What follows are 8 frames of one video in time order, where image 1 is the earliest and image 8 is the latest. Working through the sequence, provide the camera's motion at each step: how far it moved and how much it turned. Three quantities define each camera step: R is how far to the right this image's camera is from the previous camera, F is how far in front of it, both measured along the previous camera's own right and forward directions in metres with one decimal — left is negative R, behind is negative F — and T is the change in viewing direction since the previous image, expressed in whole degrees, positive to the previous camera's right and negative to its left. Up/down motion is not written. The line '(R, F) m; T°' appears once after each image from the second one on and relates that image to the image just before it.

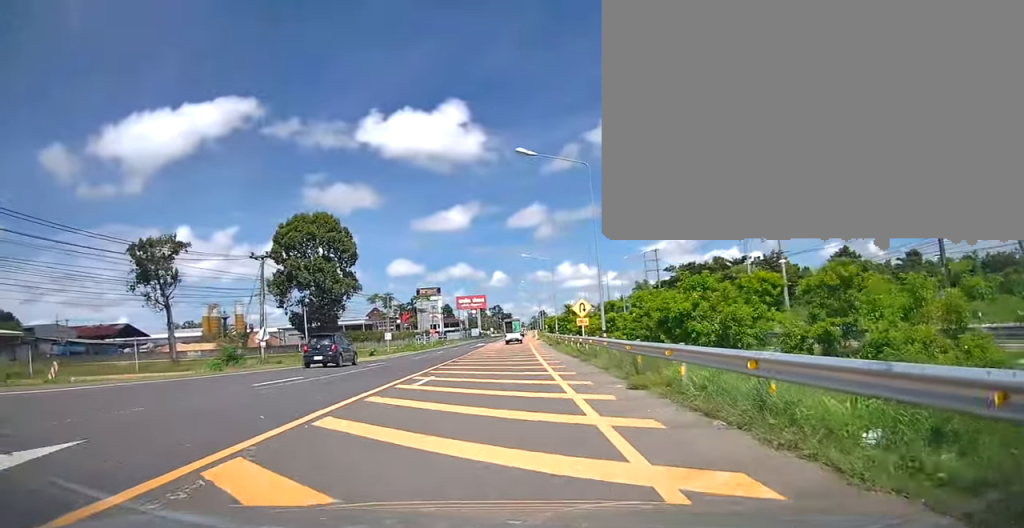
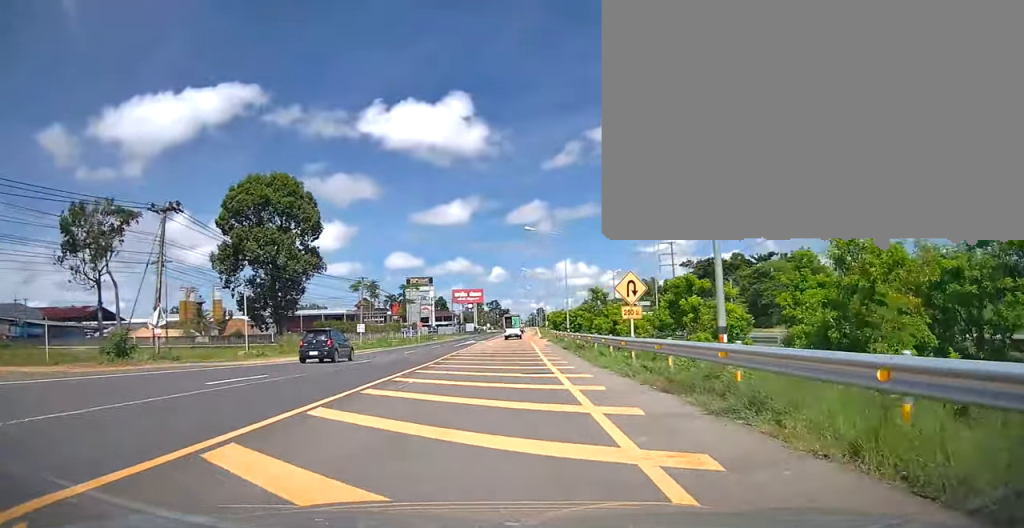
(+0.4, +14.5) m; +2°
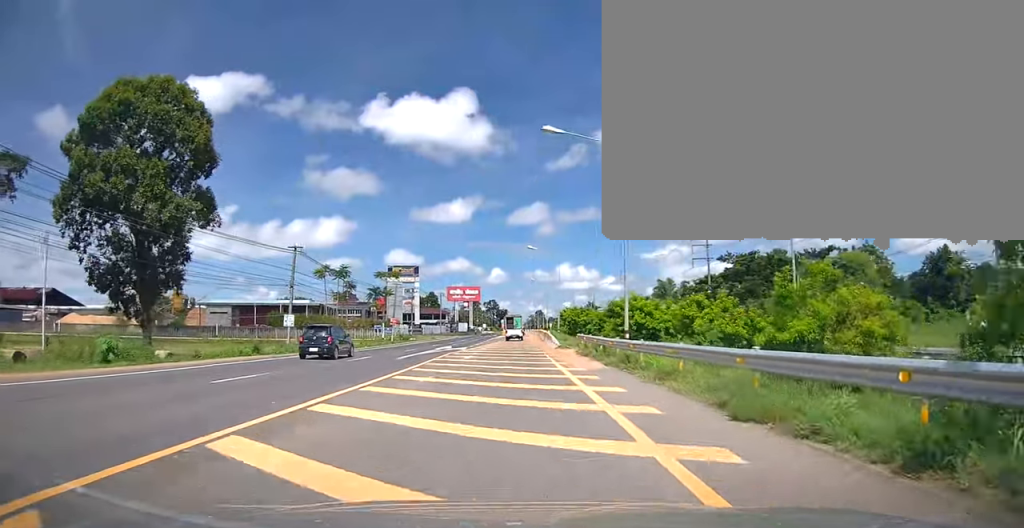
(+0.4, +23.7) m; -1°
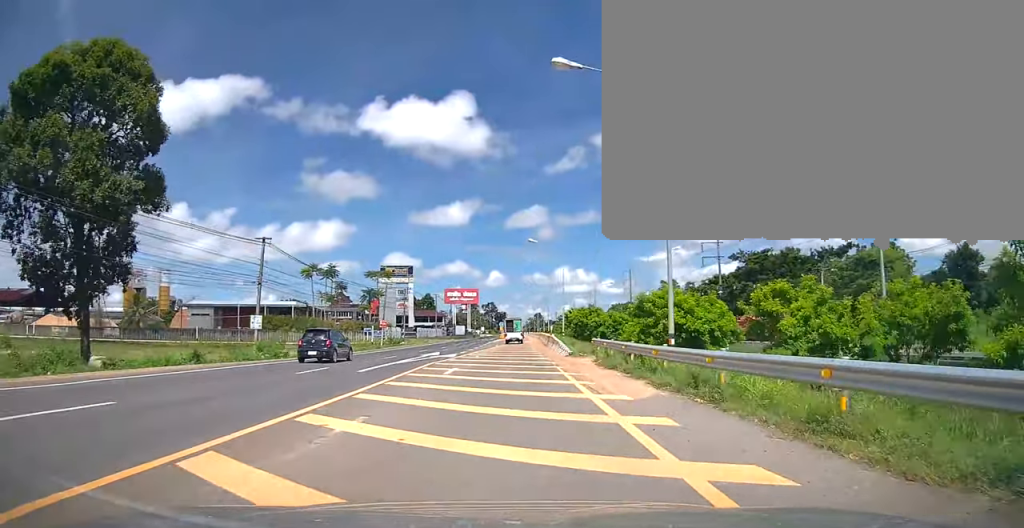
(-0.3, +6.5) m; 0°
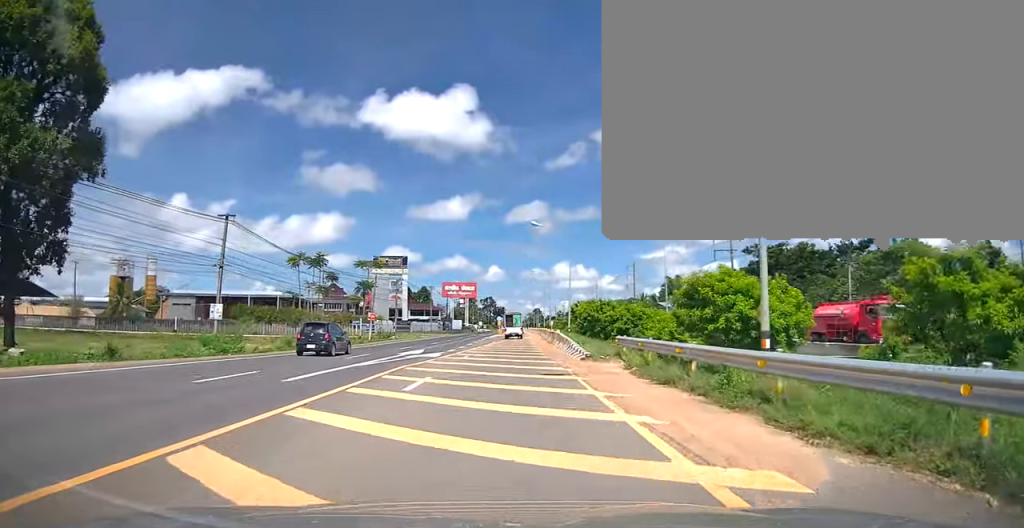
(-0.3, +6.2) m; 0°
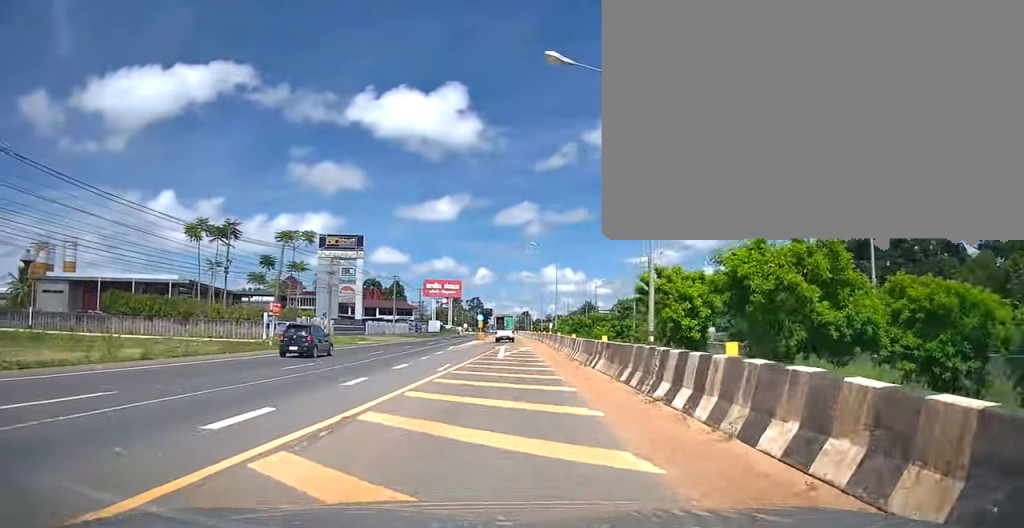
(+1.3, +29.5) m; +3°
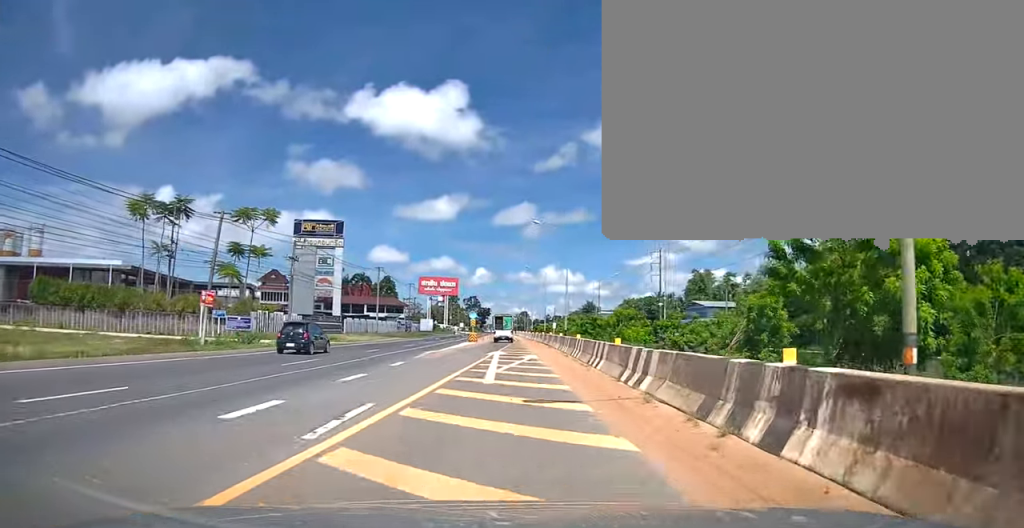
(0.0, +11.4) m; 0°
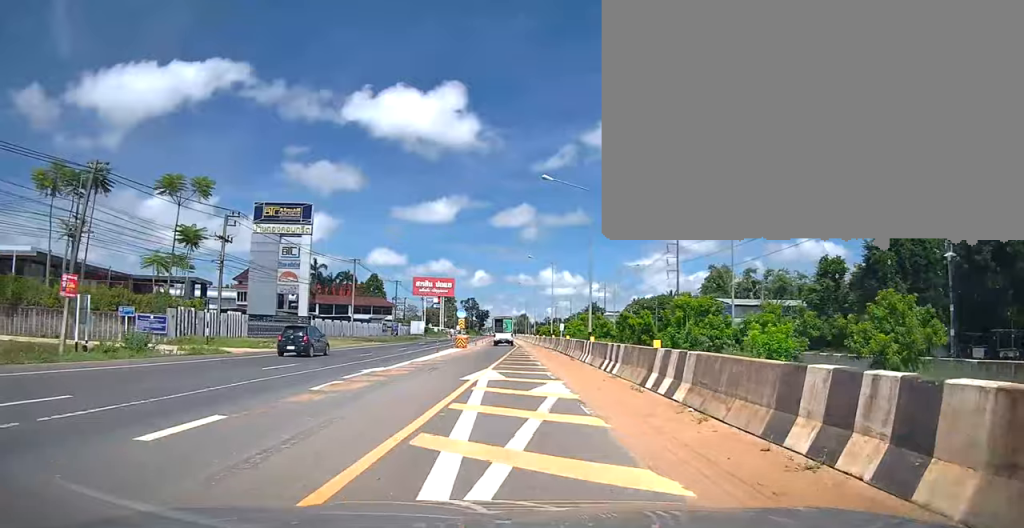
(+0.1, +13.7) m; 0°
